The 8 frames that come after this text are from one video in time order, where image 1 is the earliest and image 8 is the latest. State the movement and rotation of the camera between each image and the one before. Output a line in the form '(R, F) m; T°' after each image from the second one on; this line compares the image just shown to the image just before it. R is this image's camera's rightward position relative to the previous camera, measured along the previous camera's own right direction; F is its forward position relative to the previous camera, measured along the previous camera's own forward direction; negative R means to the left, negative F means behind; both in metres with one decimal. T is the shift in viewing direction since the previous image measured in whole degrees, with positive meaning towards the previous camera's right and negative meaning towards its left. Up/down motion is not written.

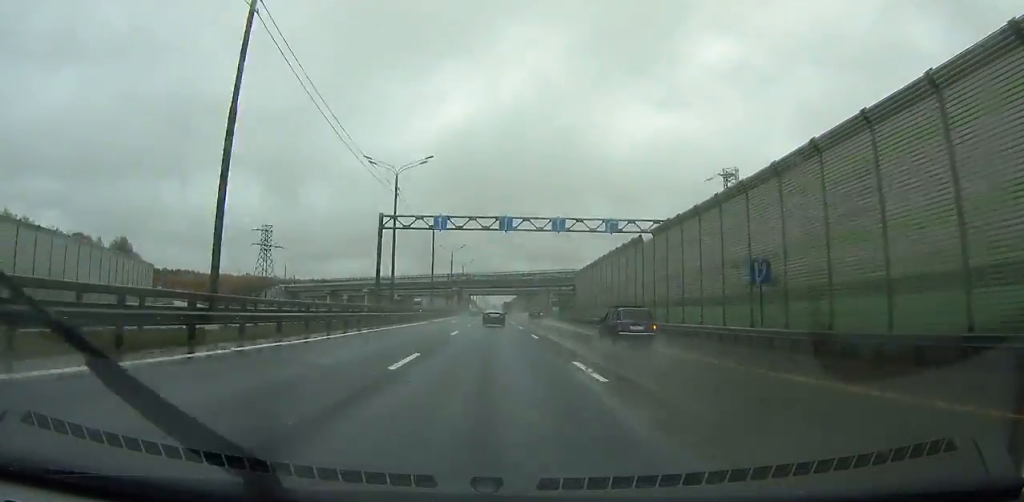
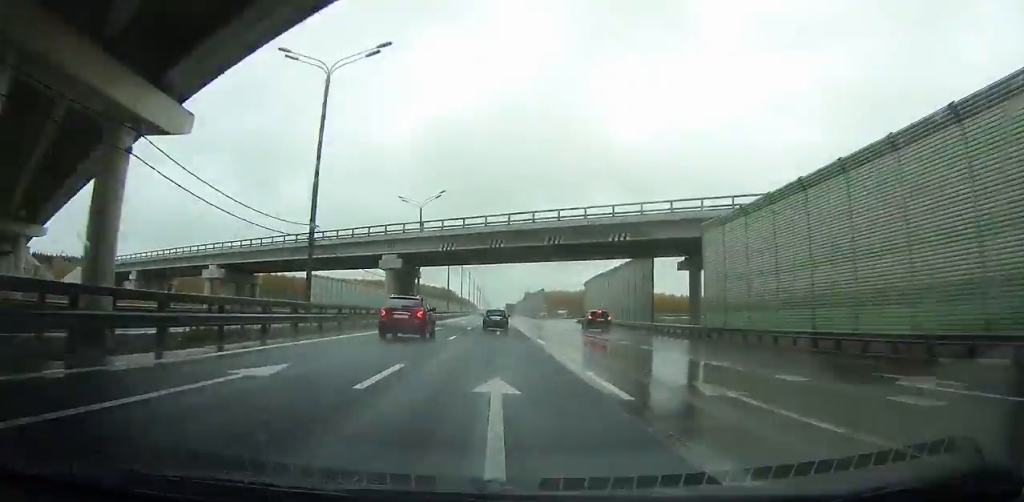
(+0.3, +129.8) m; 0°
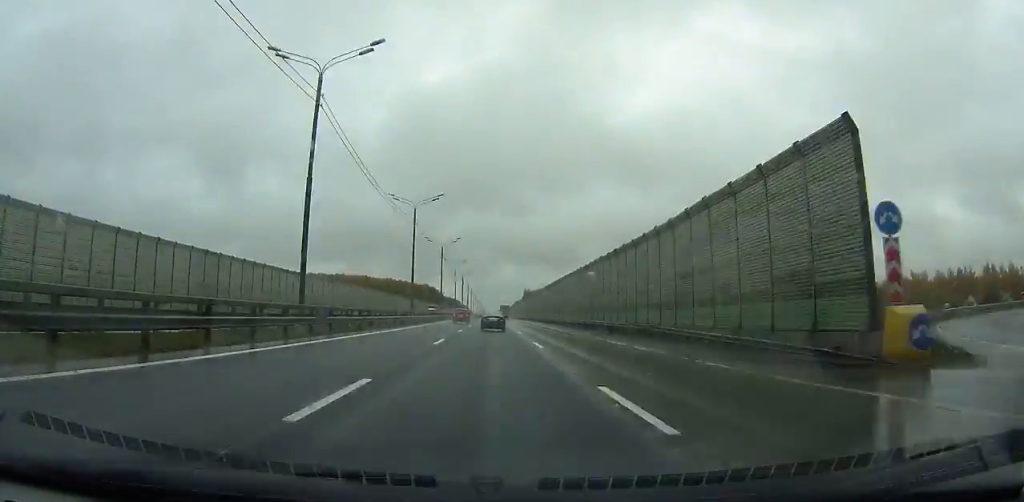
(-0.9, +113.8) m; -1°
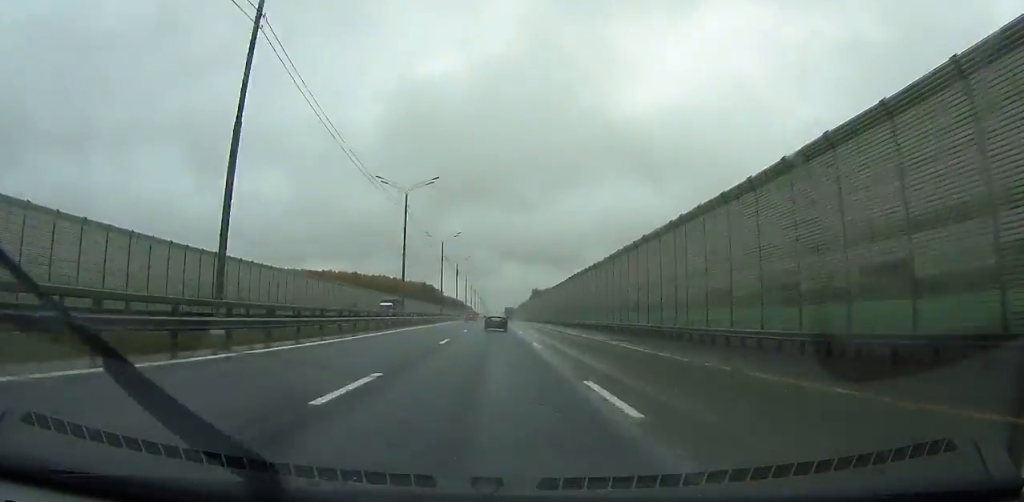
(-0.1, +47.5) m; 0°
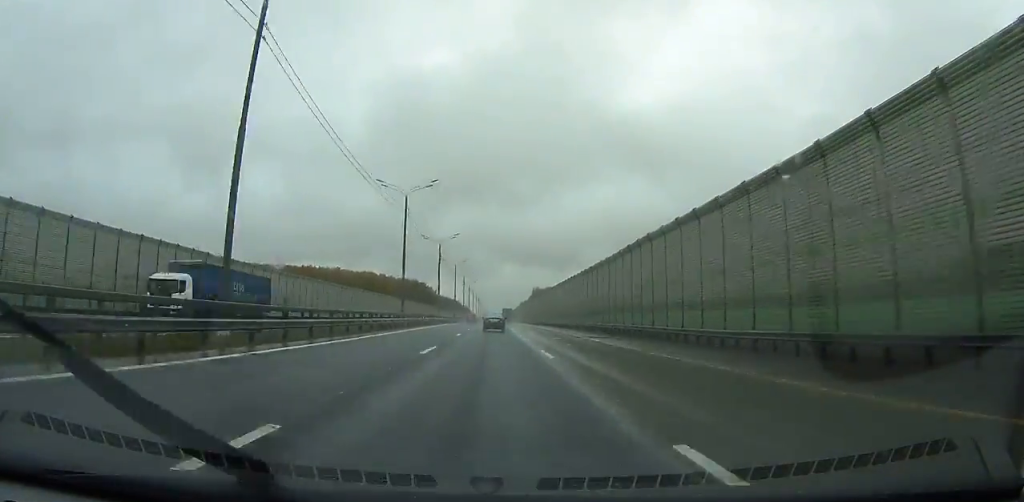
(-0.1, +37.4) m; 0°
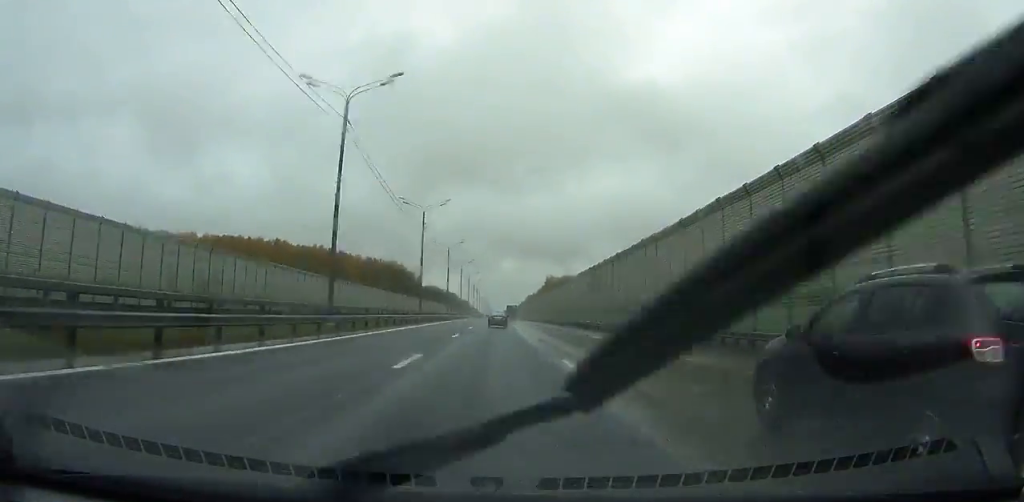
(+0.5, +101.3) m; 0°
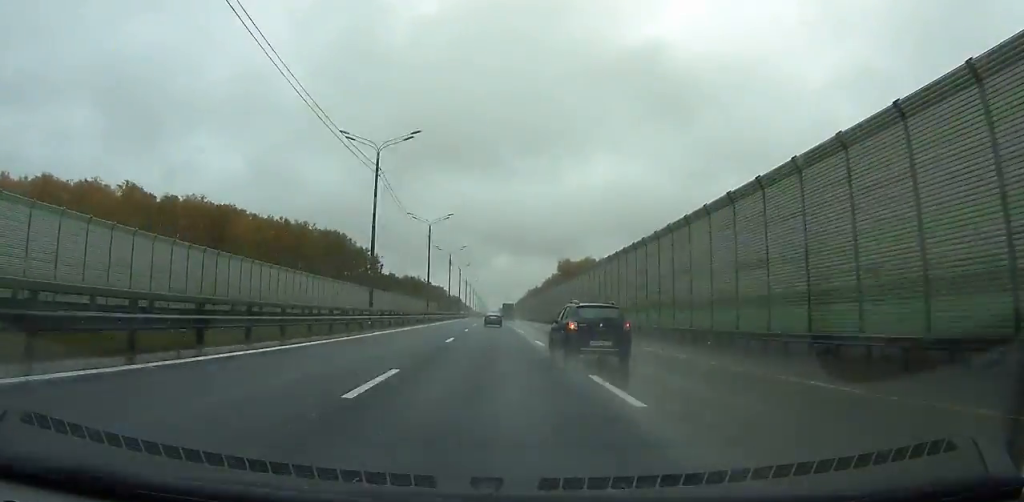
(+0.2, +99.6) m; 0°
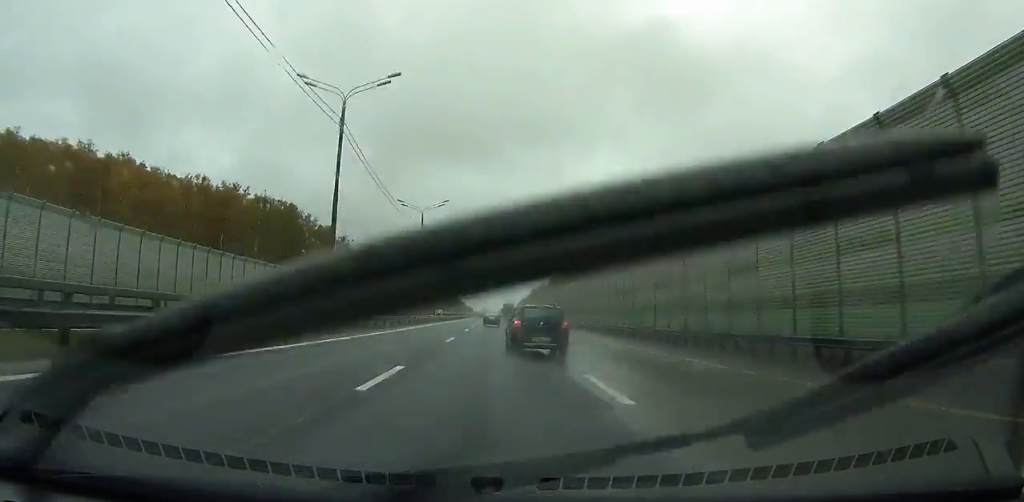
(+0.2, +48.1) m; 0°
